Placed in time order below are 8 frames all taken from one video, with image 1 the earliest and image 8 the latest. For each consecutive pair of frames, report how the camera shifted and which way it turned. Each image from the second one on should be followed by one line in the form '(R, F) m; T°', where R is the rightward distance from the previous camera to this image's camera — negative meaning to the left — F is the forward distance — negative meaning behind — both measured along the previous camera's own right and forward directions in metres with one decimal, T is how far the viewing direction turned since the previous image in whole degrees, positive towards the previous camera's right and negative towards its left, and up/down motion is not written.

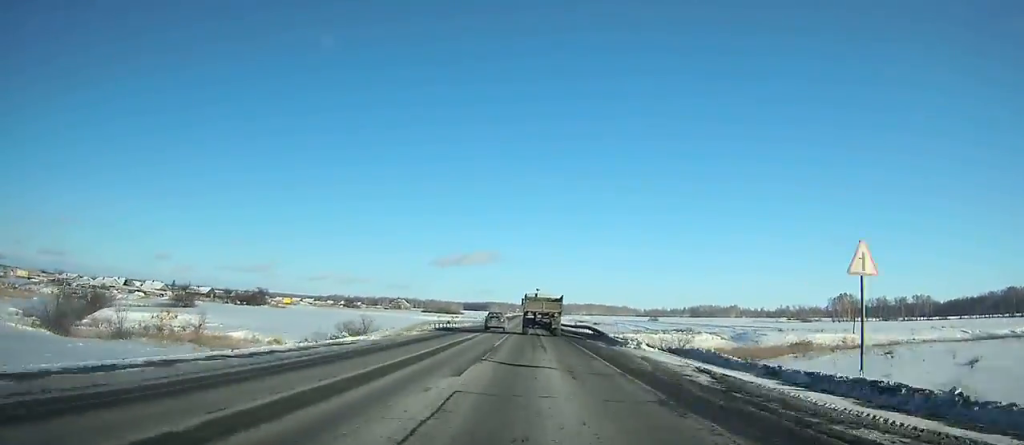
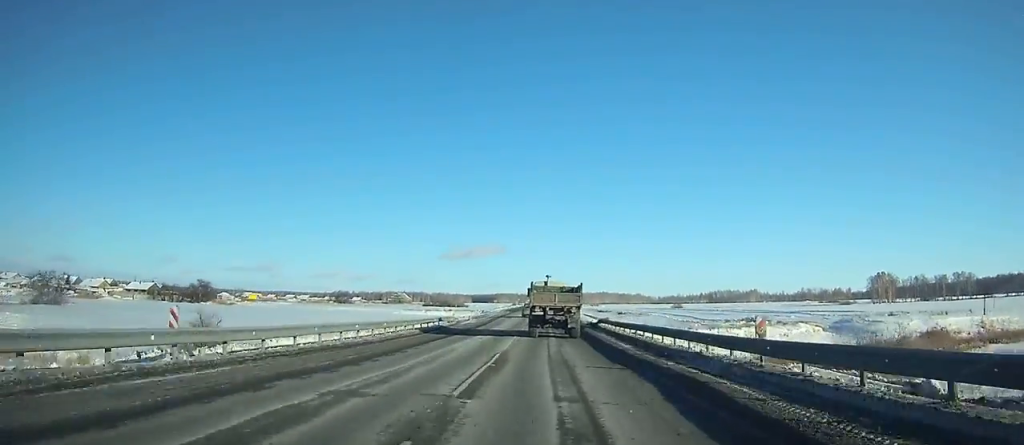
(+0.1, +39.4) m; 0°
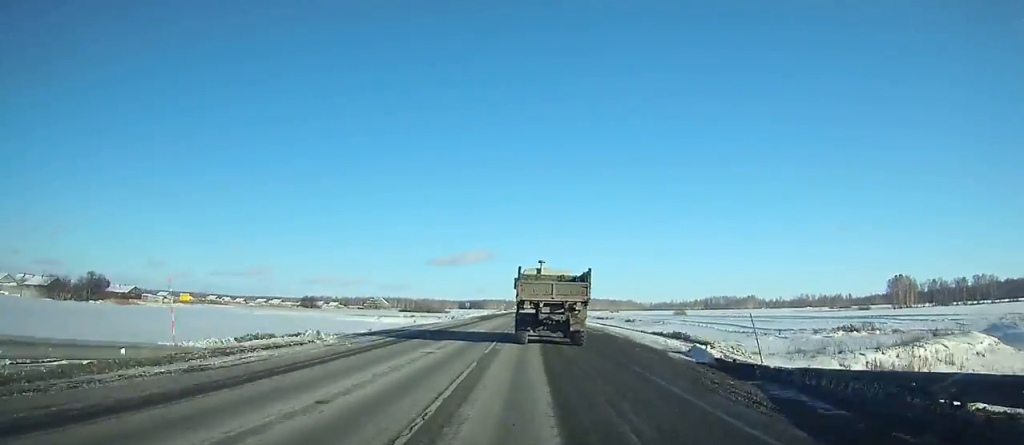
(+0.1, +35.6) m; 0°
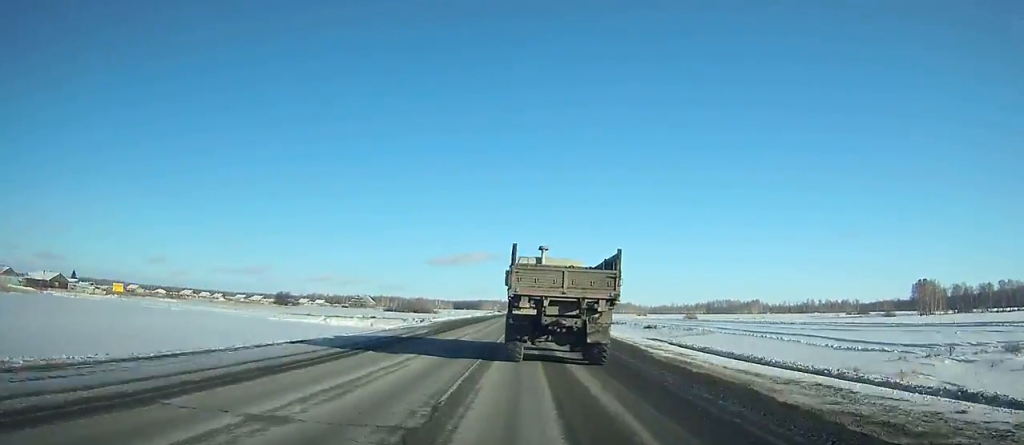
(+0.1, +28.4) m; 0°
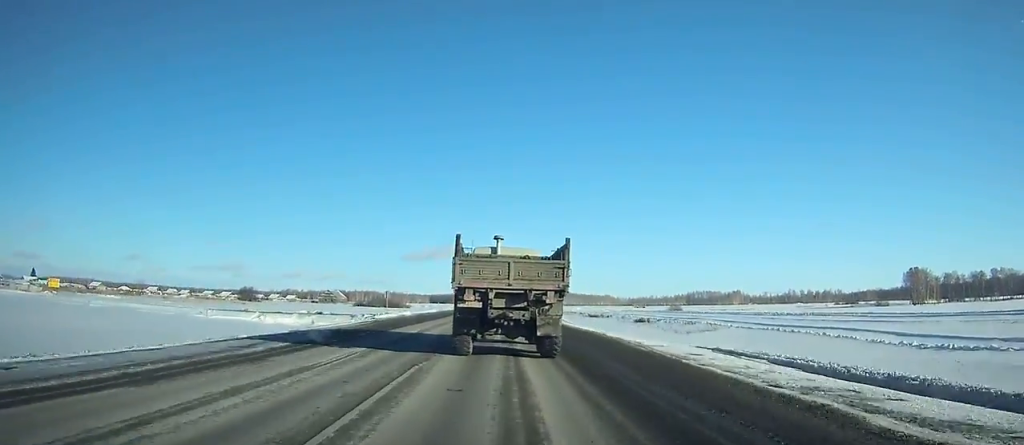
(+0.1, +15.6) m; 0°
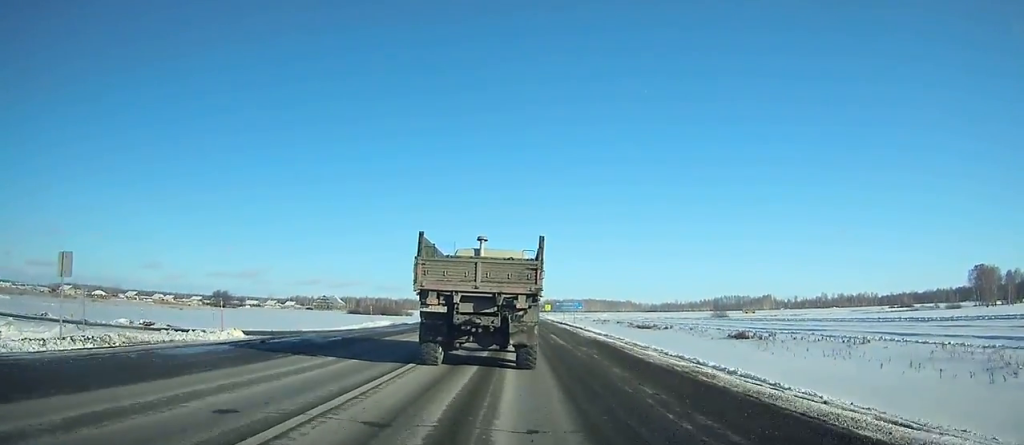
(+0.3, +44.7) m; 0°
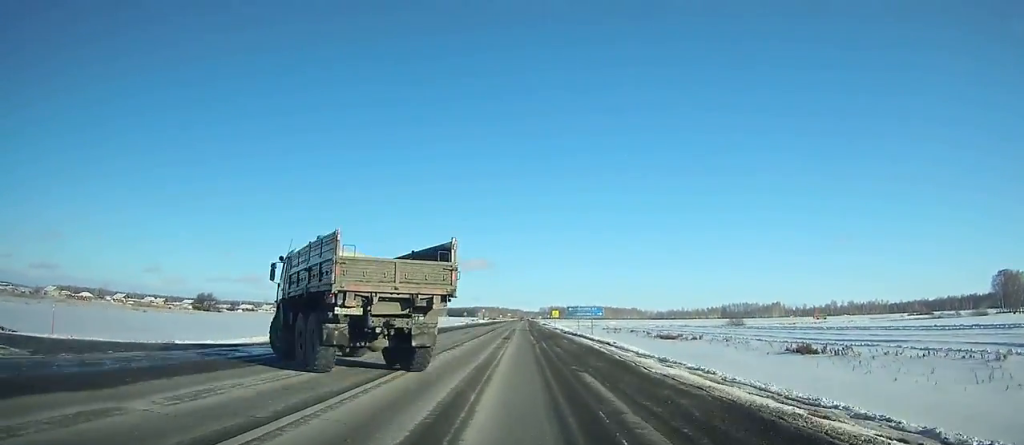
(0.0, +25.8) m; -1°
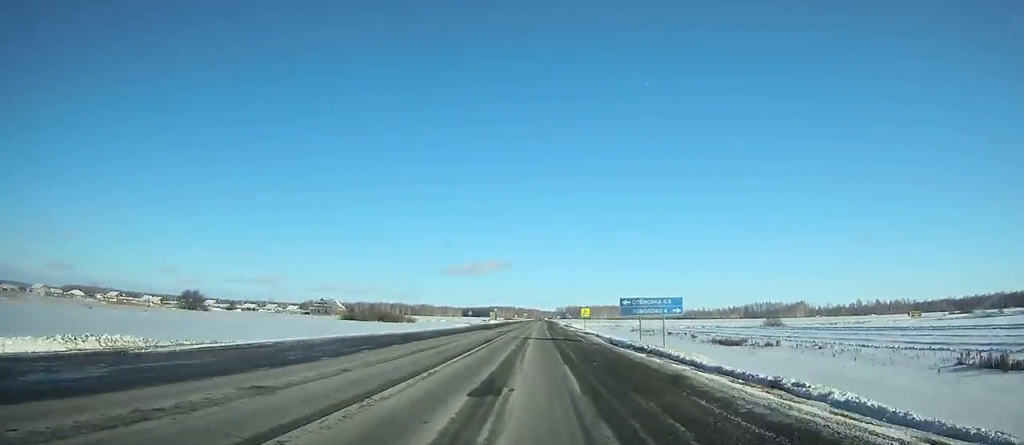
(-0.5, +28.7) m; -1°
